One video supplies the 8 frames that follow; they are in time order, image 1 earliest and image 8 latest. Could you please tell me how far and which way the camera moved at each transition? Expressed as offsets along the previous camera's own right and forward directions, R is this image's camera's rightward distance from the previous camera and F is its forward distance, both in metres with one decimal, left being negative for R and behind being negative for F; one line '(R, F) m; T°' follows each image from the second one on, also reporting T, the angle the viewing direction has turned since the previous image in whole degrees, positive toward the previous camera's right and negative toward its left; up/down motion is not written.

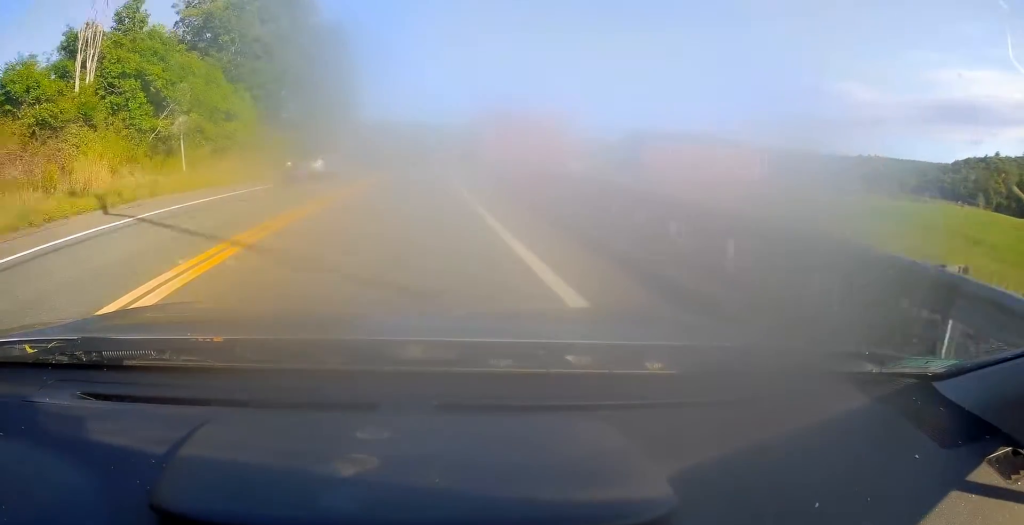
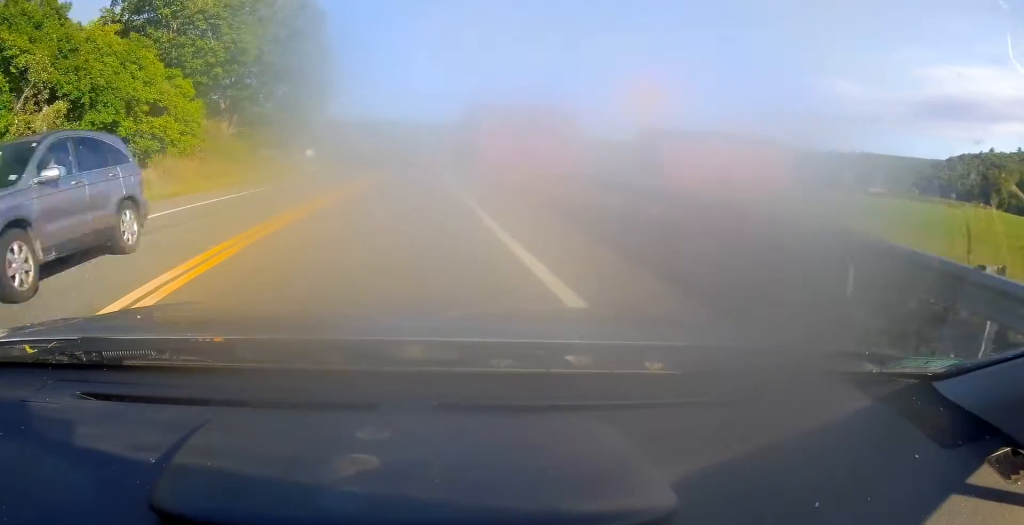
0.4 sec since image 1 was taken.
(+0.2, +9.6) m; +1°
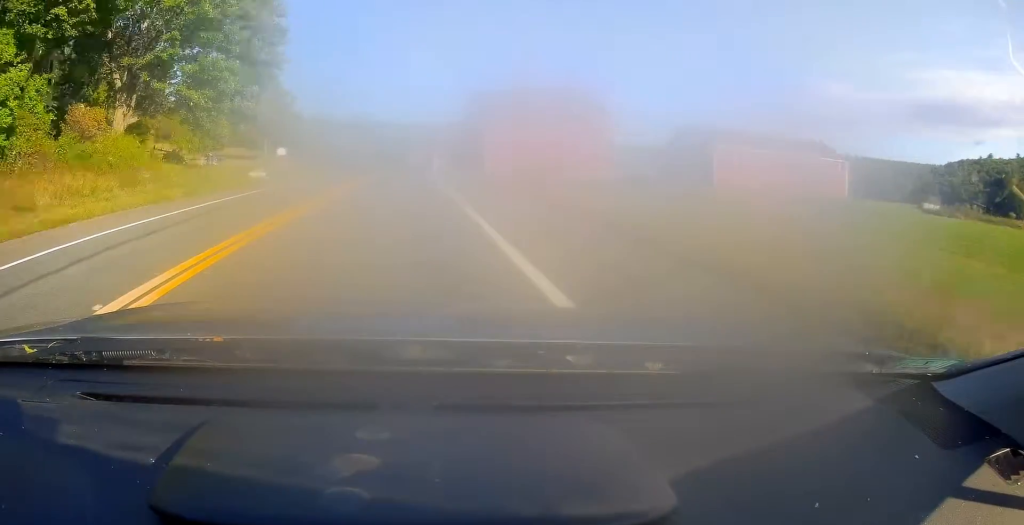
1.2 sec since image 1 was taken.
(+0.2, +16.3) m; +1°
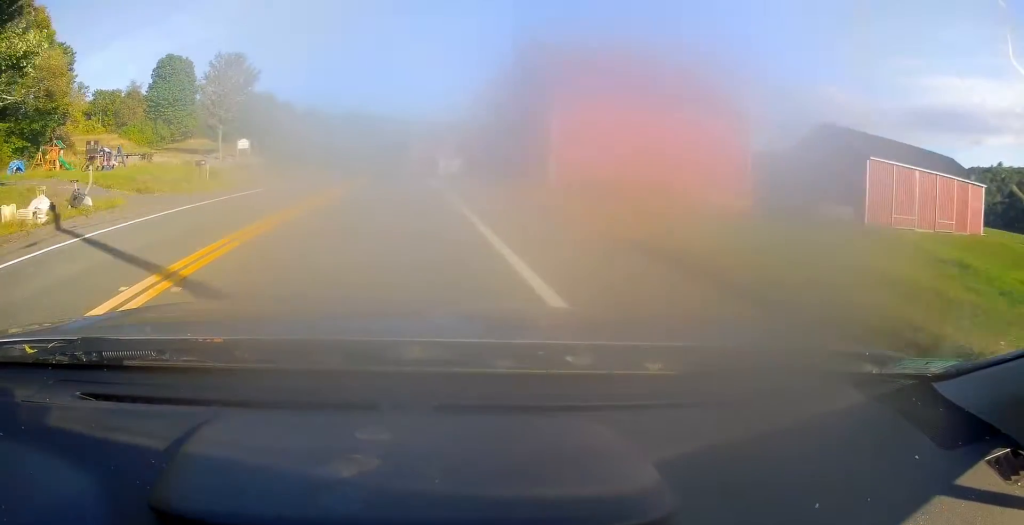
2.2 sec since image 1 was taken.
(+0.1, +23.2) m; -1°
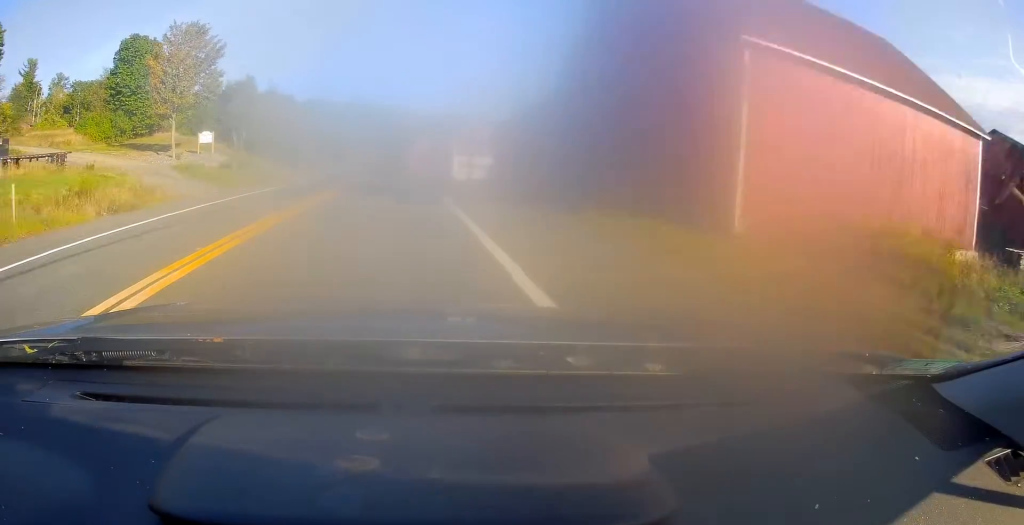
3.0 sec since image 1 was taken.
(-0.4, +17.2) m; -2°
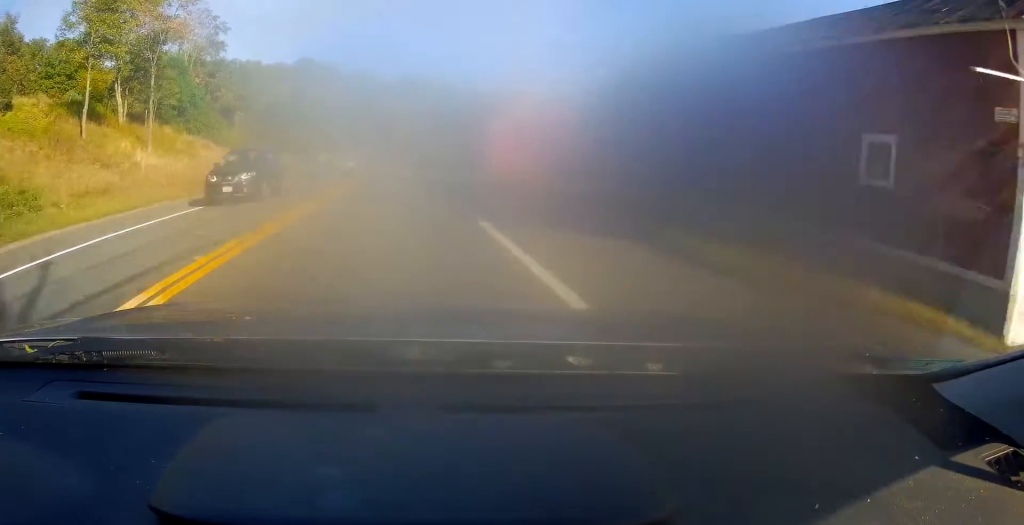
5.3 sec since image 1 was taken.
(-0.8, +53.1) m; -3°
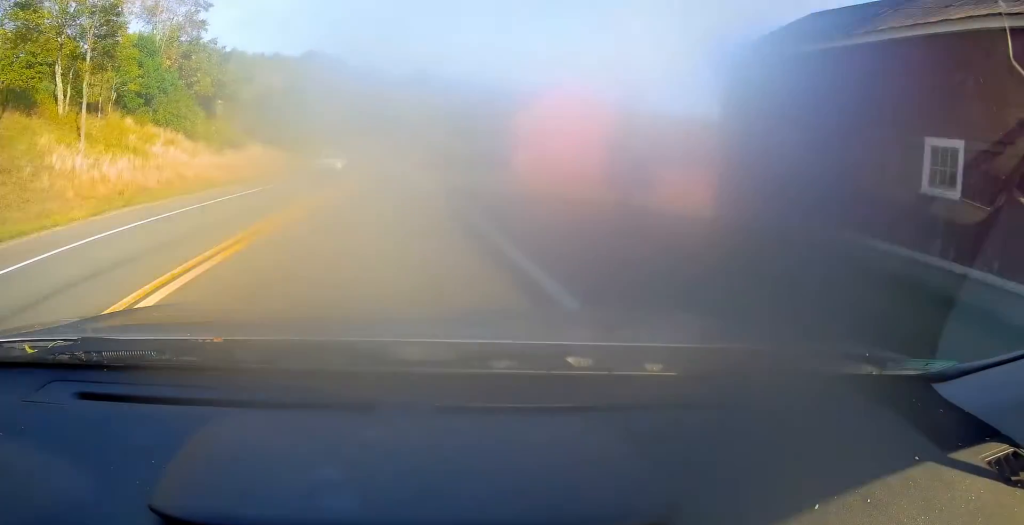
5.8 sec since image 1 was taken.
(-0.4, +9.8) m; -1°
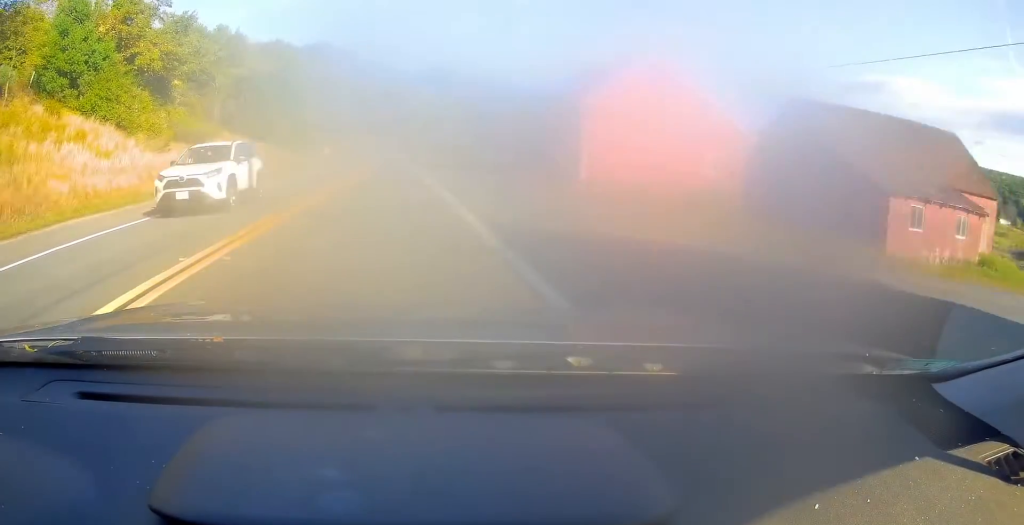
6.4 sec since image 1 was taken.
(-0.3, +14.4) m; -2°
